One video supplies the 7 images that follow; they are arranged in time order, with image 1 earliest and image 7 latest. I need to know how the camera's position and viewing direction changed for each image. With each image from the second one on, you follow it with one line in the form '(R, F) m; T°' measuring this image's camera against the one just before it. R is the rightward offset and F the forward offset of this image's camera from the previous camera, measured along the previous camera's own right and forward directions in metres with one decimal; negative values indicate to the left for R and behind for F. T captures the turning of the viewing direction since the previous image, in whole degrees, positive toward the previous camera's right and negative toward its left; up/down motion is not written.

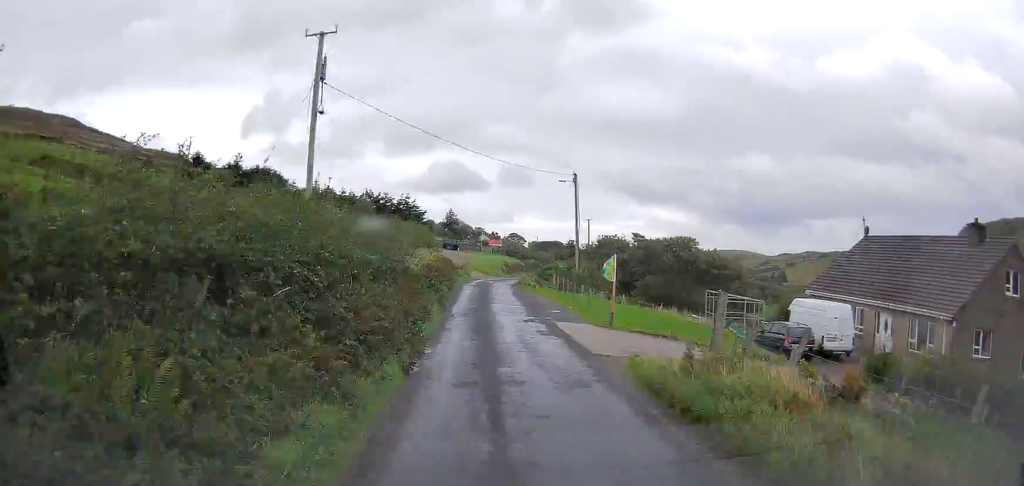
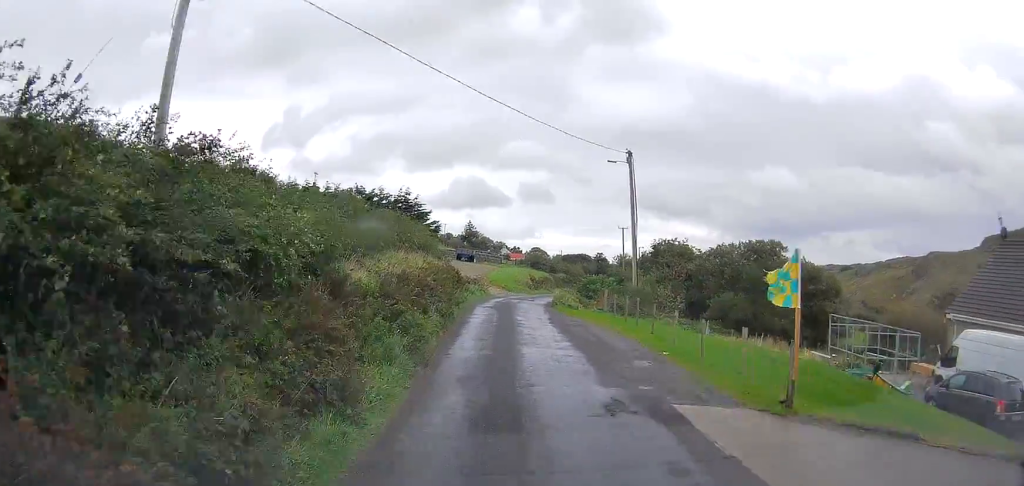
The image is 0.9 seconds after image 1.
(-0.1, +12.6) m; -1°
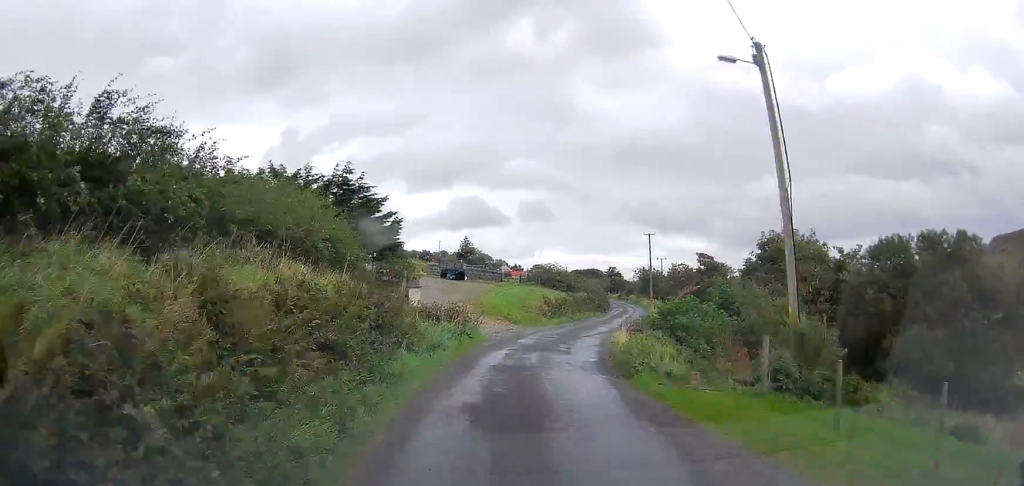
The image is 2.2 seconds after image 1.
(-0.1, +18.1) m; 0°
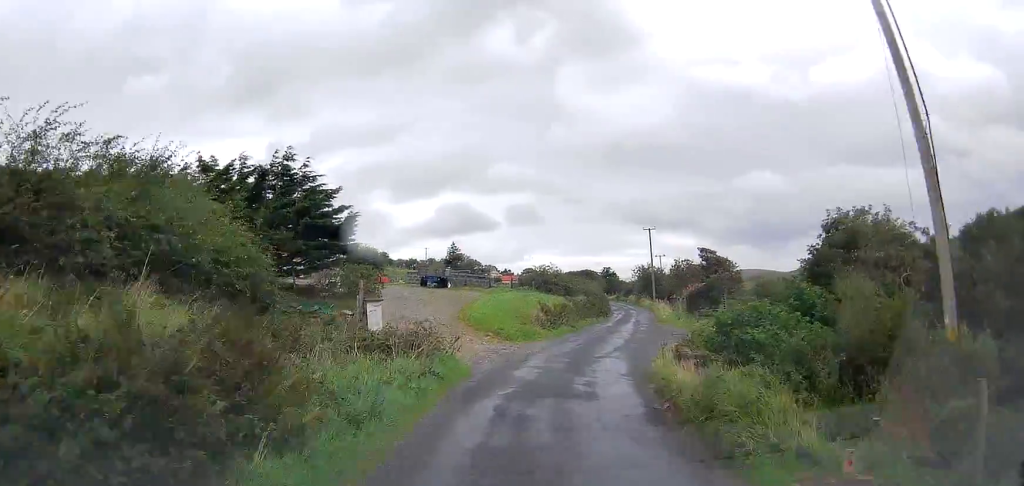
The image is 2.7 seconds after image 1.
(0.0, +6.4) m; +1°
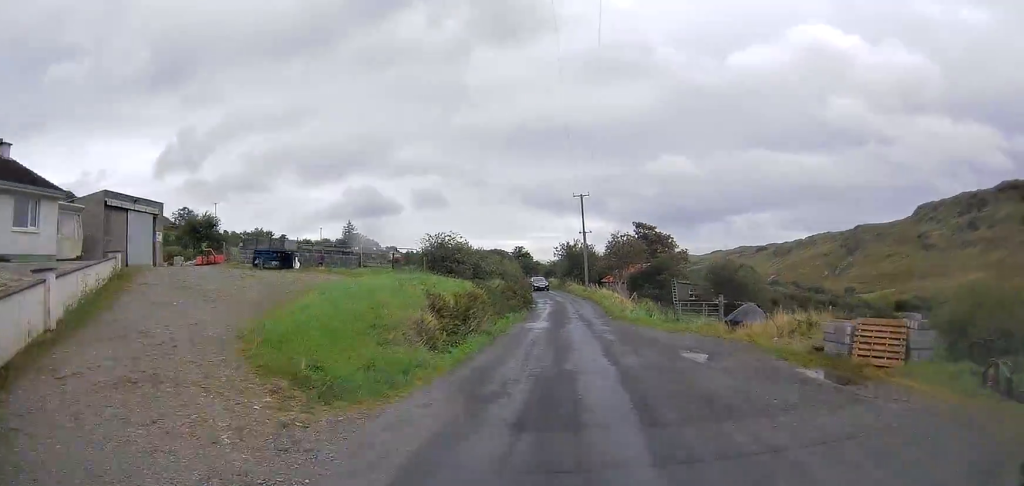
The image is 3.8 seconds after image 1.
(+0.4, +15.7) m; +5°
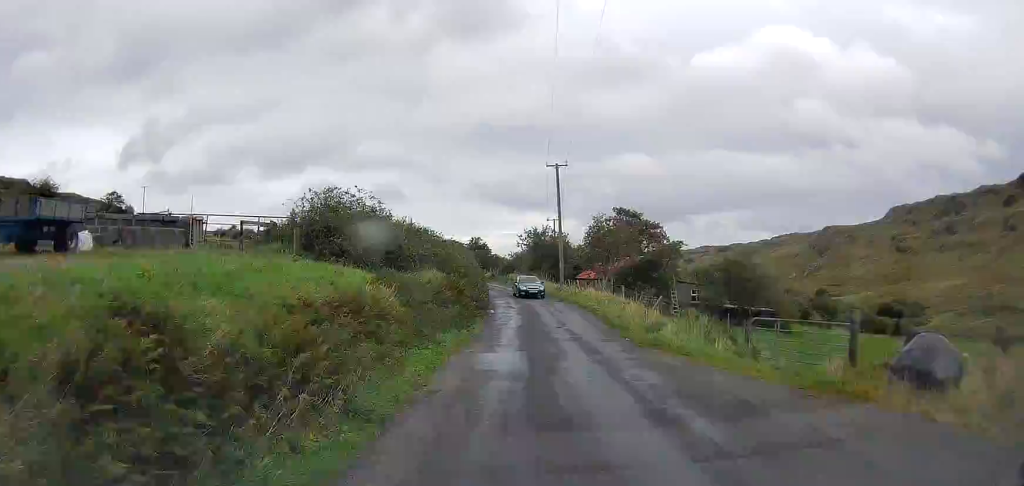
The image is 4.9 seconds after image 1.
(+0.8, +13.8) m; +4°
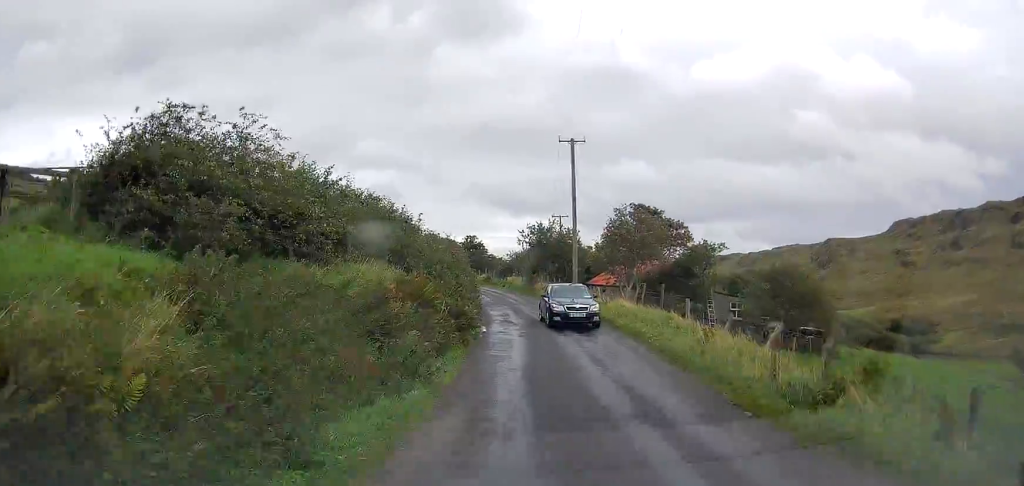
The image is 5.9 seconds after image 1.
(0.0, +9.9) m; +1°
